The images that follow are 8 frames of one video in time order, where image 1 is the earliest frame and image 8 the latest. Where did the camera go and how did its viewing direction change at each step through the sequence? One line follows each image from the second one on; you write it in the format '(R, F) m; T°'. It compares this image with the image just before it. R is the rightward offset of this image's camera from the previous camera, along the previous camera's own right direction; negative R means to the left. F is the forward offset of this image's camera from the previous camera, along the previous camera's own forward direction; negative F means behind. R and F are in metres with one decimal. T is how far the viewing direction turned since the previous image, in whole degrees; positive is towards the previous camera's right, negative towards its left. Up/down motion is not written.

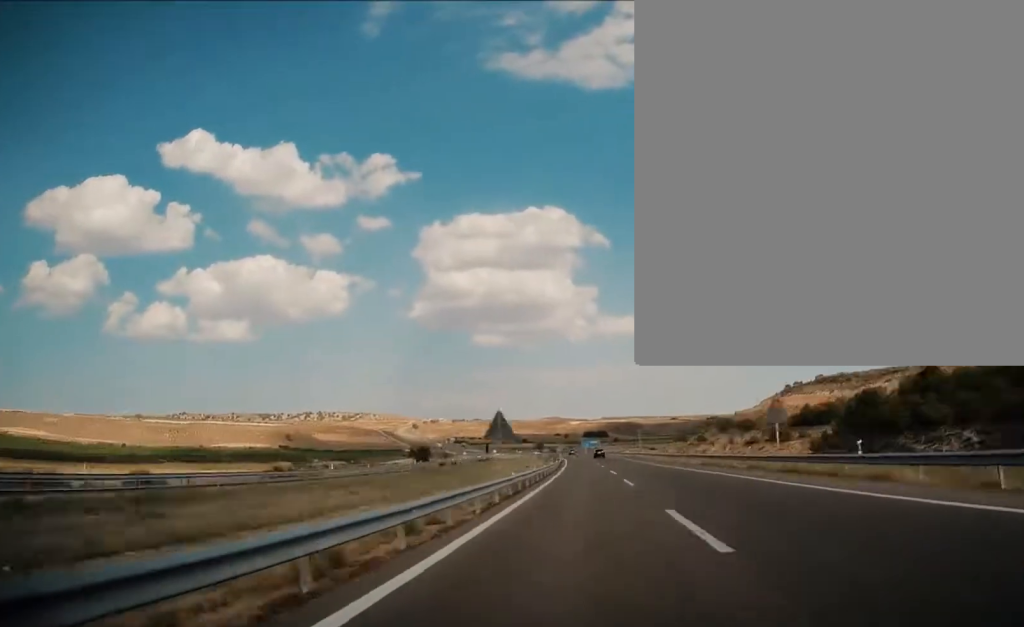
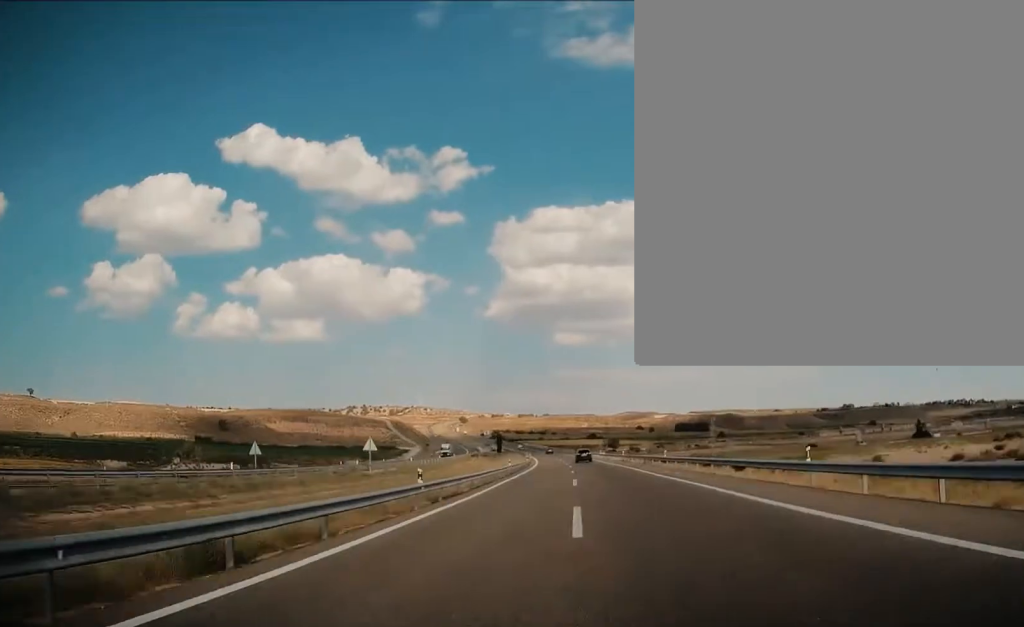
(-14.2, +268.5) m; -7°
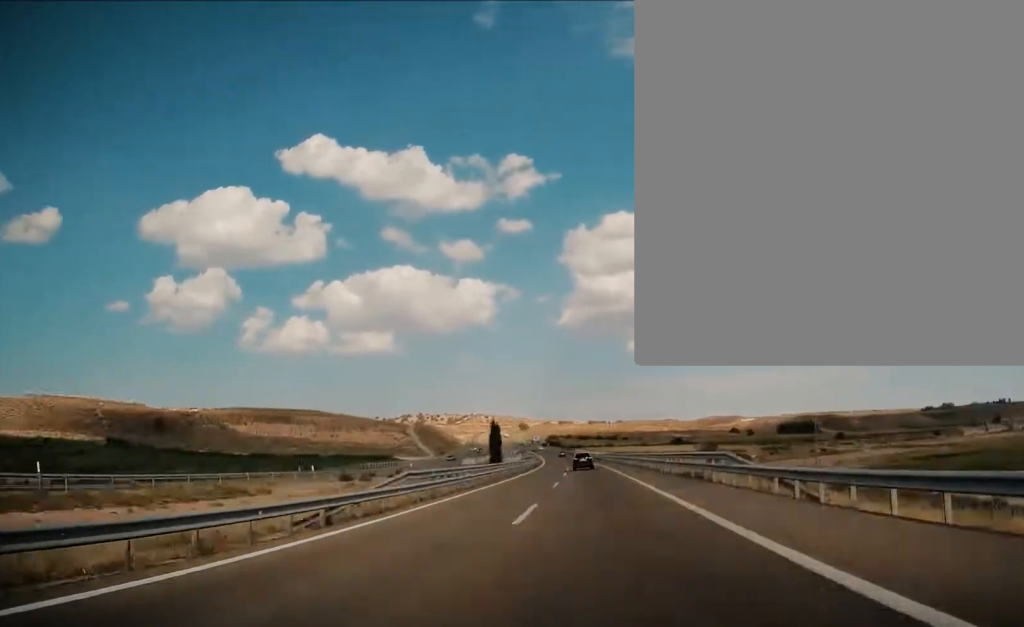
(-5.8, +148.9) m; -4°
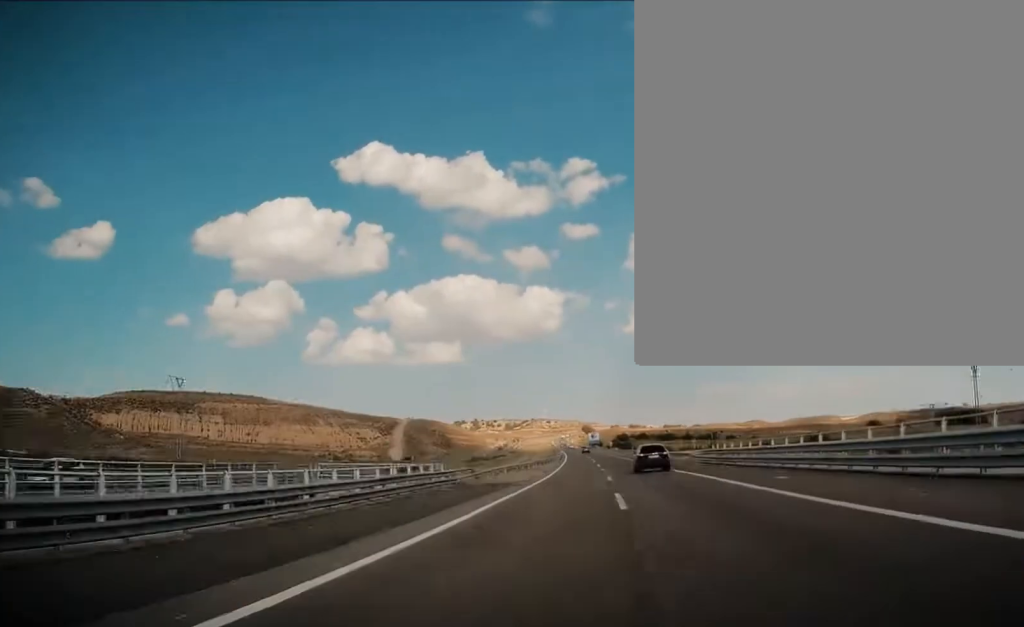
(-8.0, +166.9) m; -3°
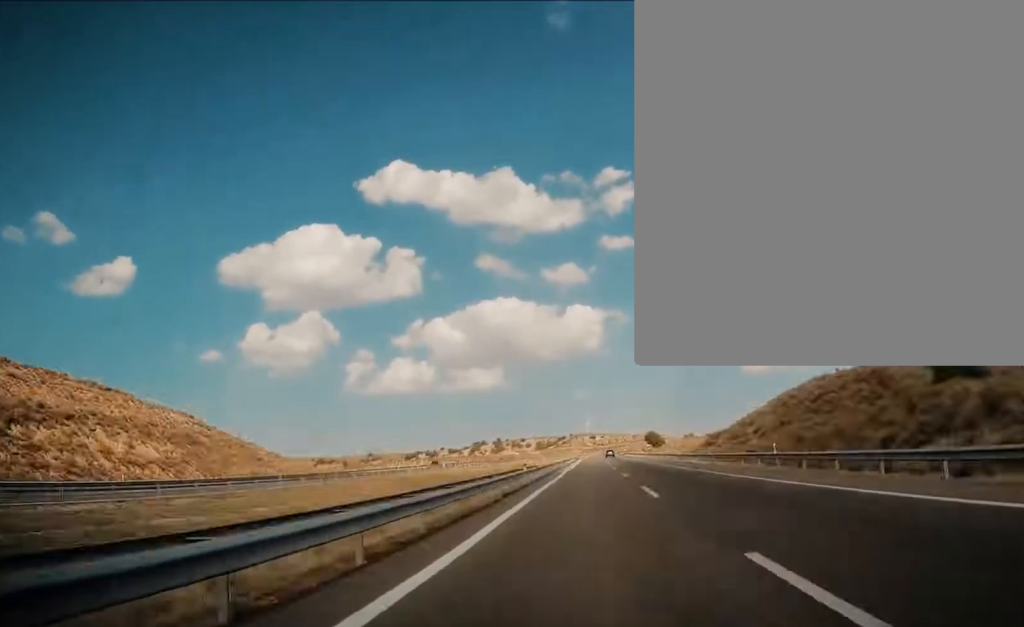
(-11.0, +331.5) m; 0°
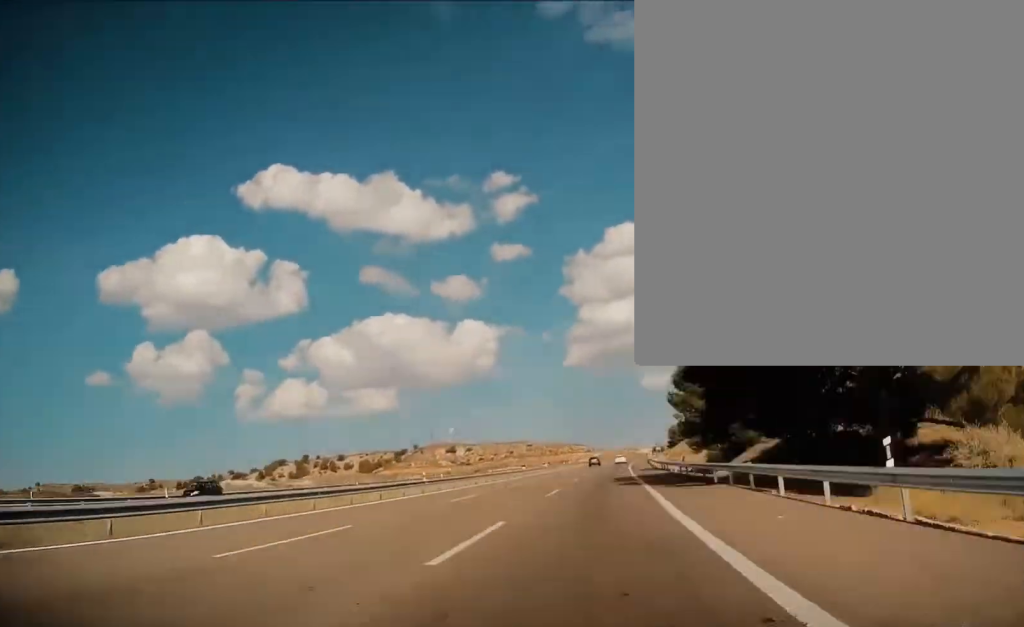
(+25.2, +449.8) m; +9°
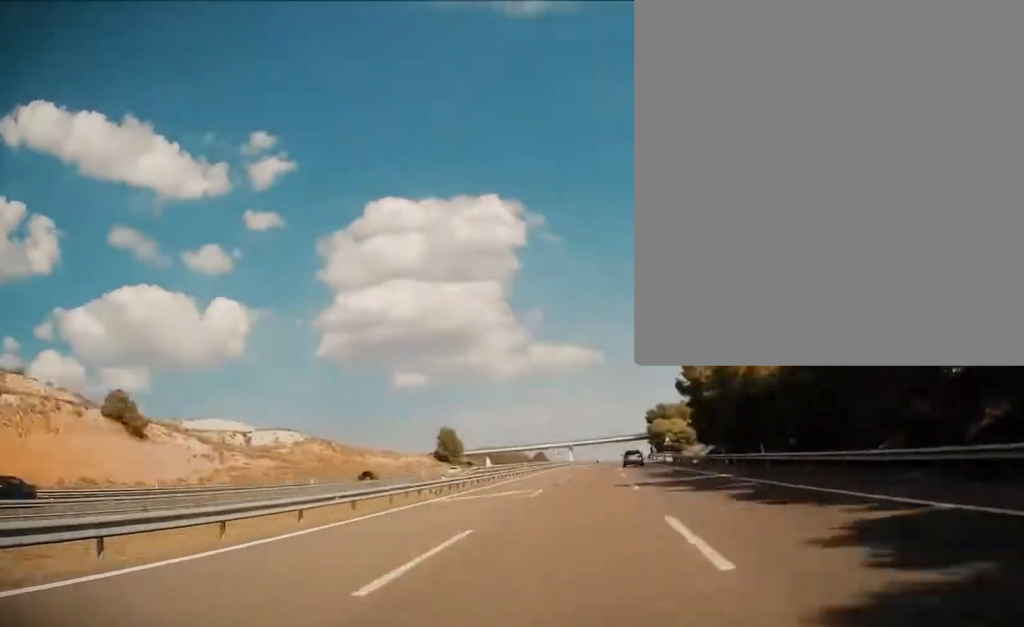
(+104.1, +628.0) m; +16°
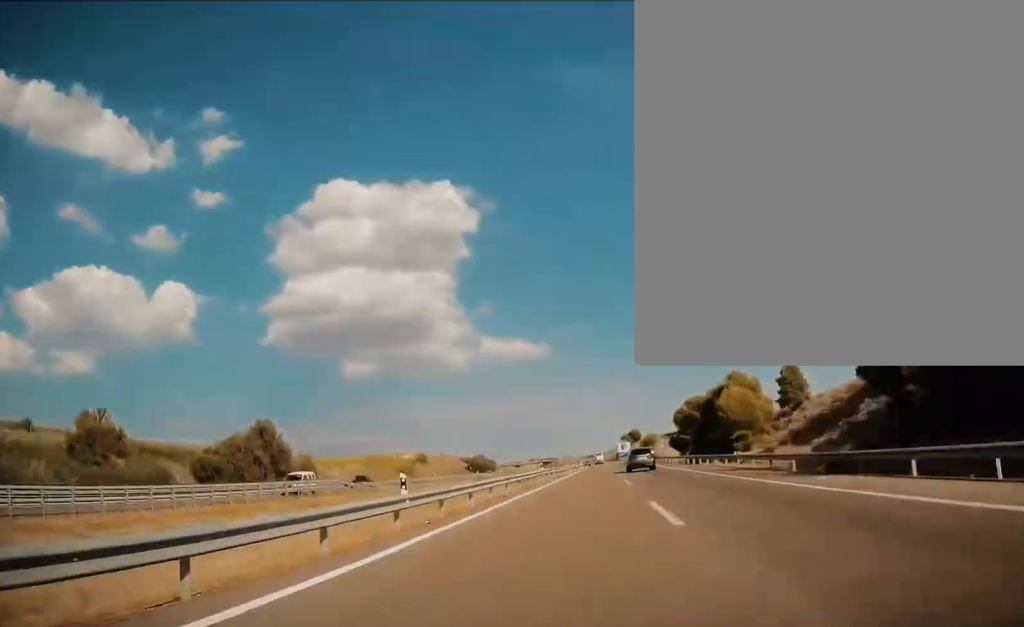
(+10.8, +230.8) m; +1°
